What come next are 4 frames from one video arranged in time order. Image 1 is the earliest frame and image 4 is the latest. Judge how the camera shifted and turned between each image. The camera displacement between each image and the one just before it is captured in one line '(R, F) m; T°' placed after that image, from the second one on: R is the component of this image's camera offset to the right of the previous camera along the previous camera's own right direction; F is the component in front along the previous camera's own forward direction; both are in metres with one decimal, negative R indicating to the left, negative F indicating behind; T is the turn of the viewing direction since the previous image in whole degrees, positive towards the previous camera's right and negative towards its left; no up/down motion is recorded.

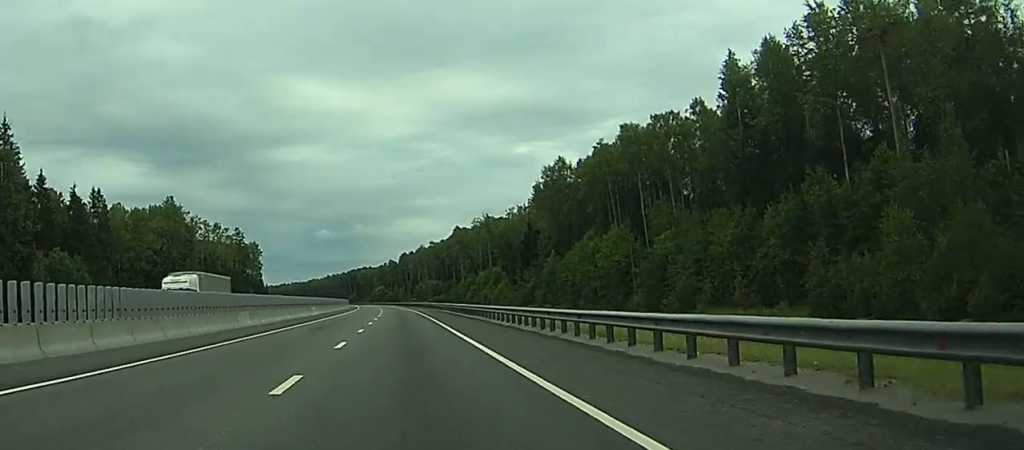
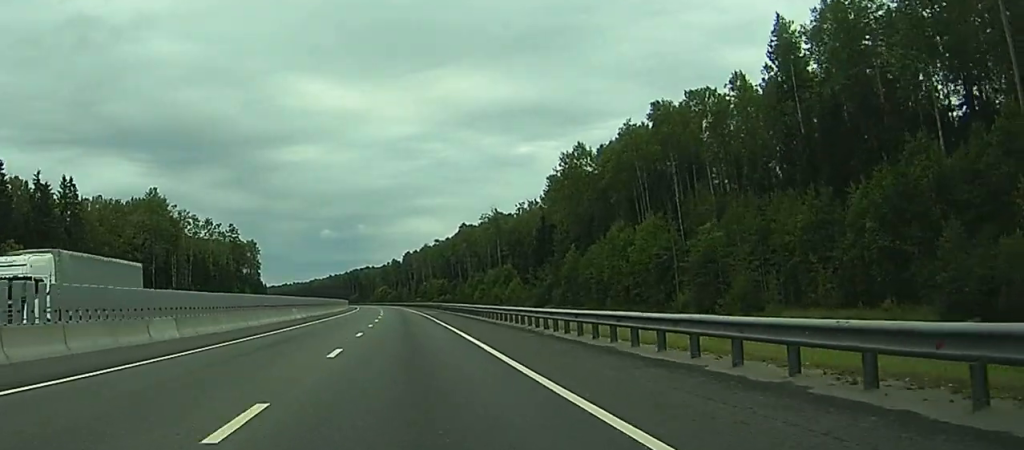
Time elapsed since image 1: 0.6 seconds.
(+0.1, +15.9) m; 0°
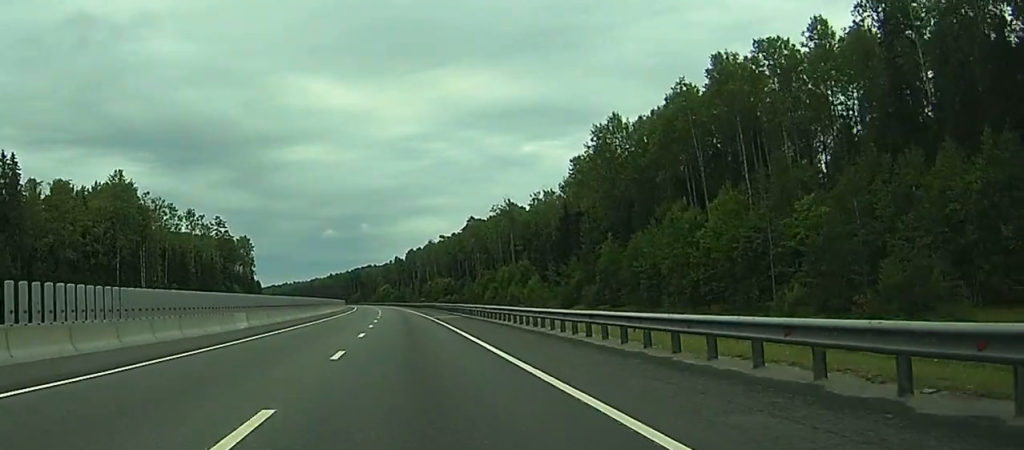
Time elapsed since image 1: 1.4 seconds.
(-0.1, +24.3) m; 0°
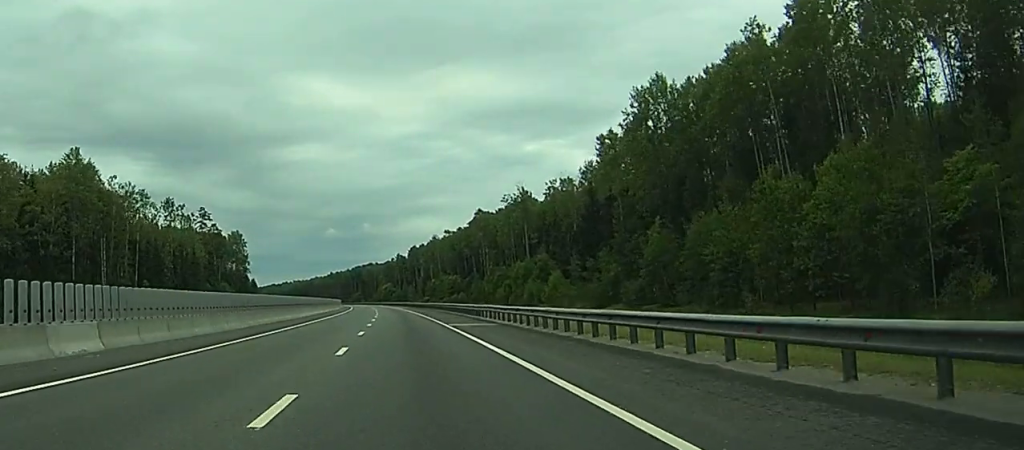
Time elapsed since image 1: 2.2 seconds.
(-0.1, +22.5) m; 0°
